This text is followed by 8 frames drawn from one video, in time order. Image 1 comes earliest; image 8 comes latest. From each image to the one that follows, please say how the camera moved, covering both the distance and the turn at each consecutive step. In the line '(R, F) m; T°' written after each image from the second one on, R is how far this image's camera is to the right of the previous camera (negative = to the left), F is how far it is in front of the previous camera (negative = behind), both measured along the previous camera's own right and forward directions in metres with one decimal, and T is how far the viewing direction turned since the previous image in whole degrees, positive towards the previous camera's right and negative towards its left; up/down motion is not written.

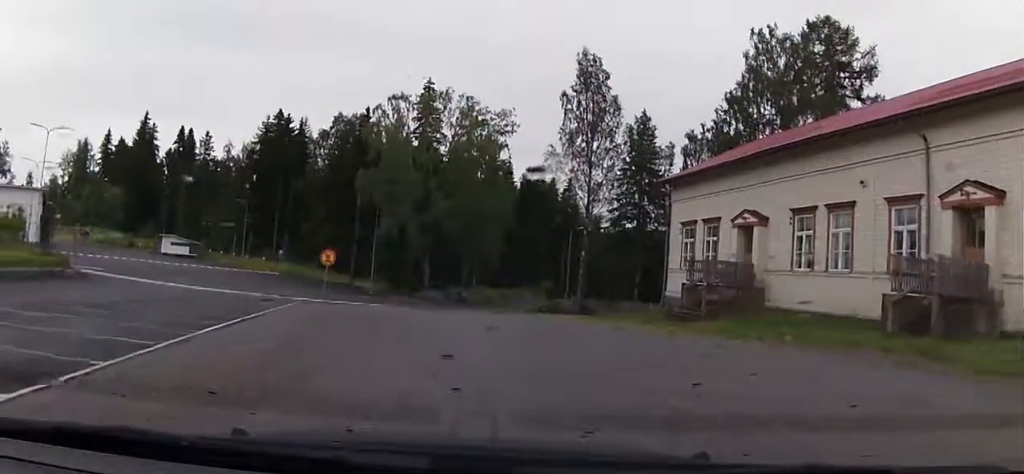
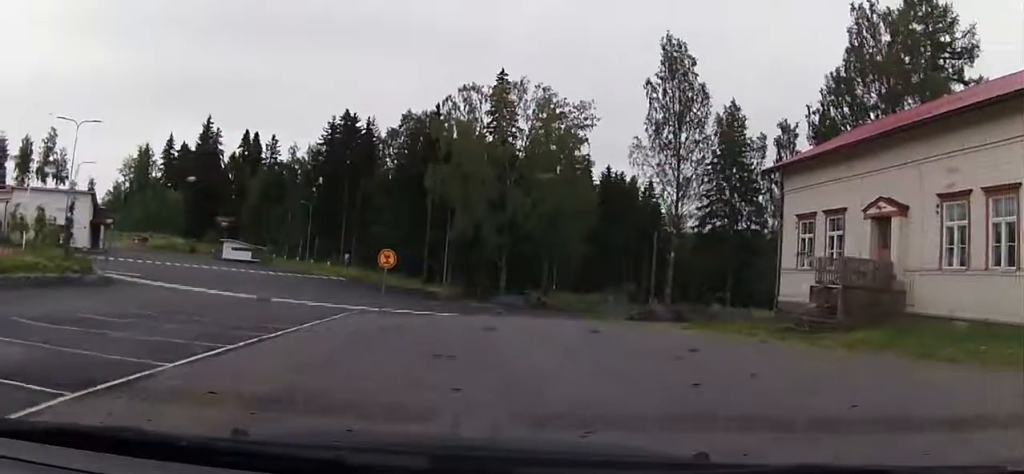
(-0.6, +4.6) m; -10°
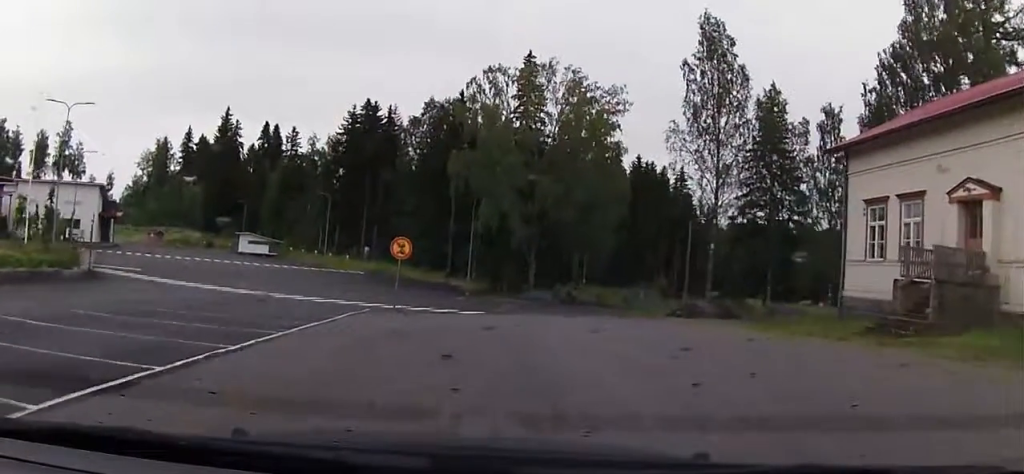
(-0.2, +3.6) m; -3°
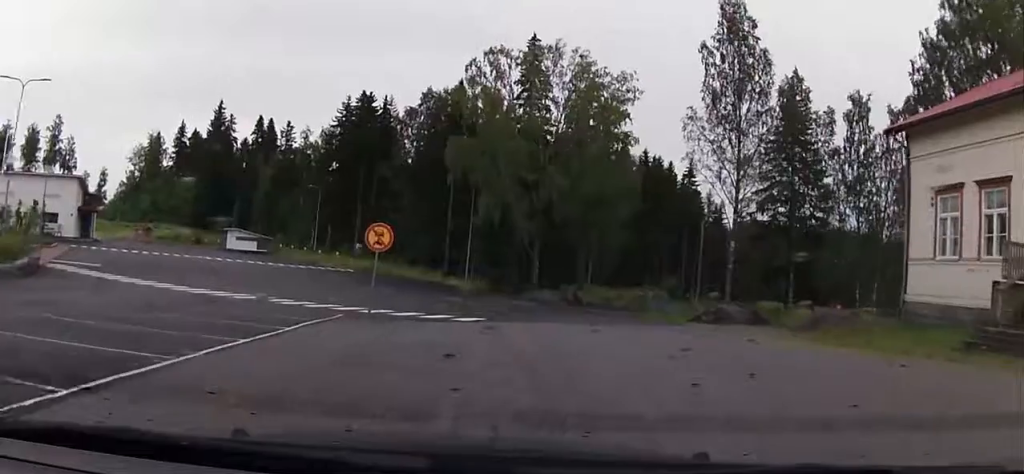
(0.0, +4.8) m; 0°
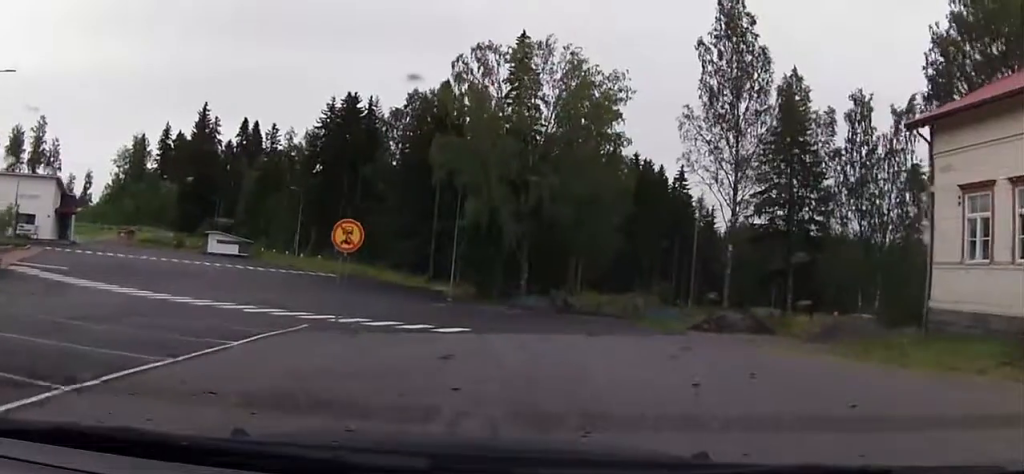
(0.0, +2.4) m; 0°
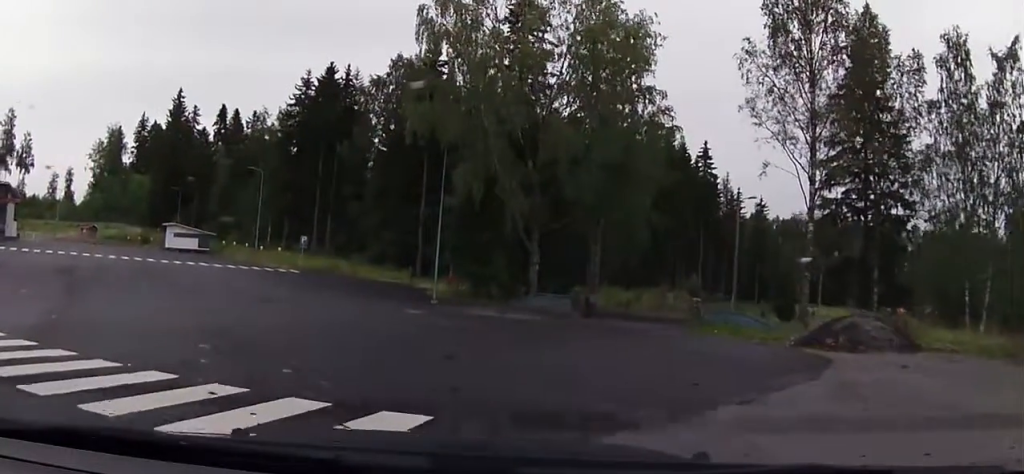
(+0.2, +13.5) m; +1°
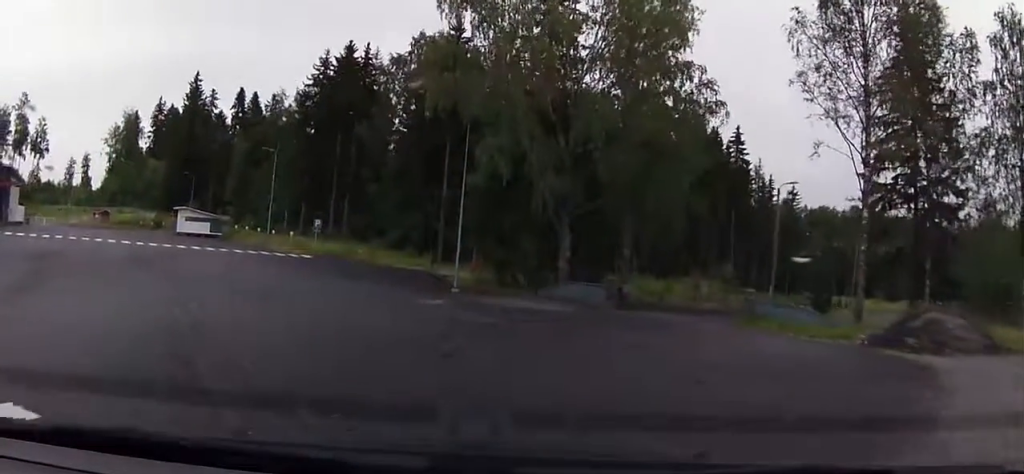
(0.0, +3.1) m; 0°
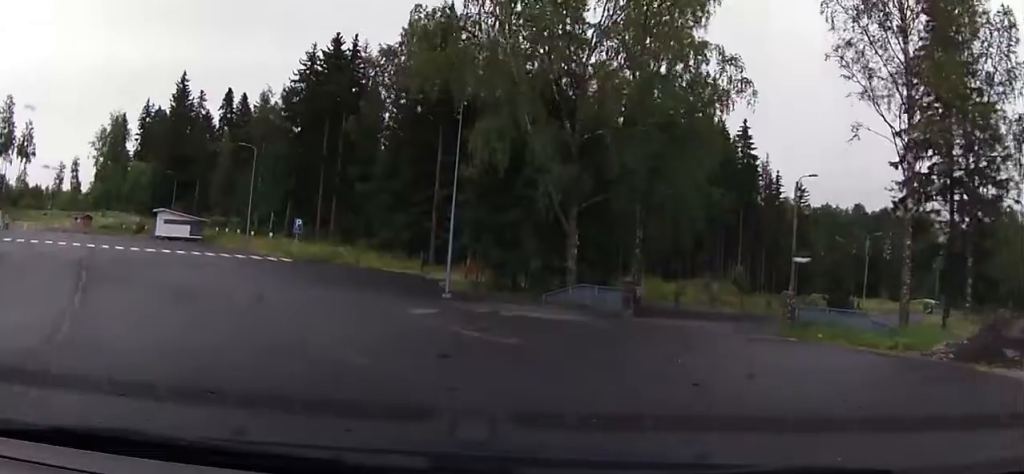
(0.0, +3.9) m; -1°
